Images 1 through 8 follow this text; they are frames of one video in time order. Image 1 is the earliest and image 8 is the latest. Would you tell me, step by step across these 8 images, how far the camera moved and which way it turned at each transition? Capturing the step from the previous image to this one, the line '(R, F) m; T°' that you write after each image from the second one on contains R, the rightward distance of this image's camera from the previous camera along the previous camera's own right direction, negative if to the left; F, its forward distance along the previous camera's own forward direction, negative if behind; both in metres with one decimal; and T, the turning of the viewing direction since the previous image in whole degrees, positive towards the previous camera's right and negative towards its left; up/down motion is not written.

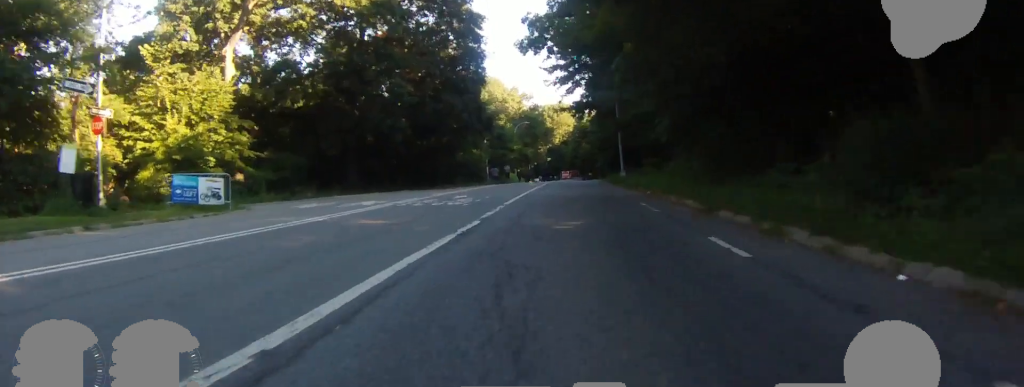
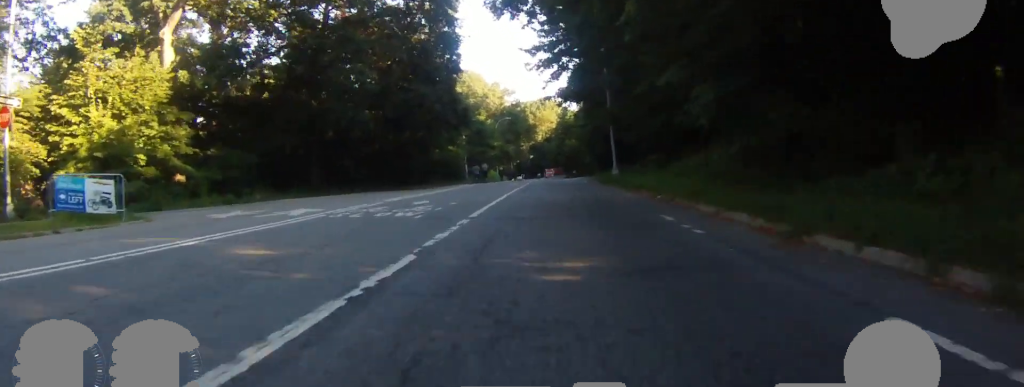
(0.0, +4.0) m; 0°
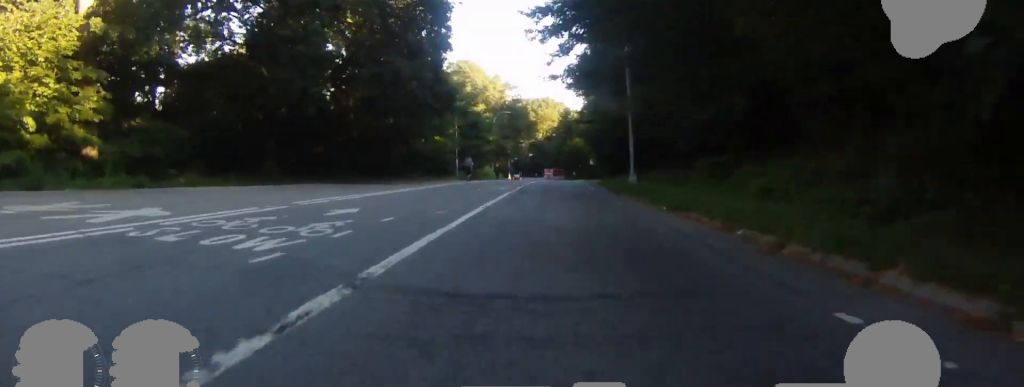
(0.0, +6.0) m; 0°
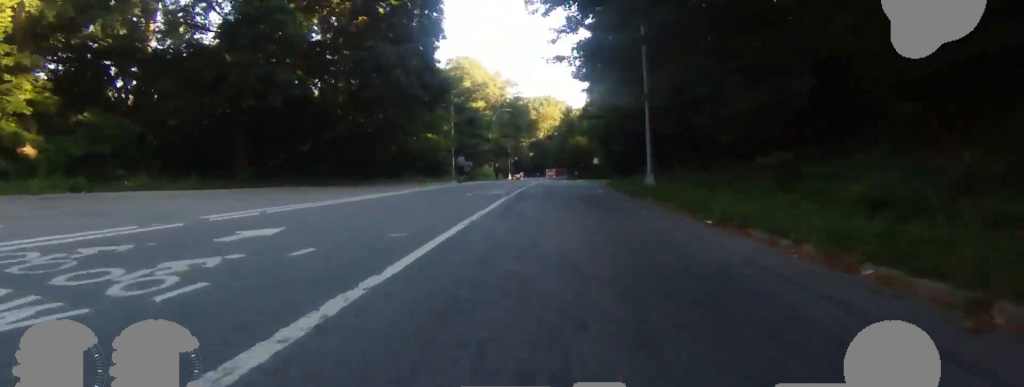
(0.0, +3.3) m; 0°
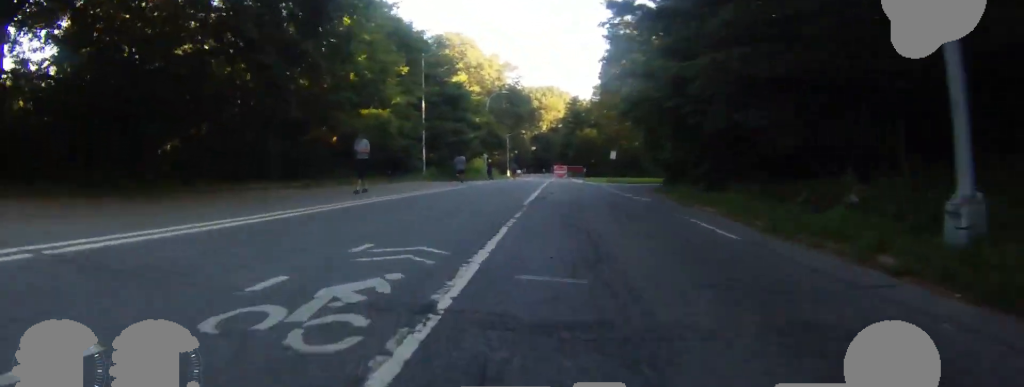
(0.0, +15.3) m; 0°
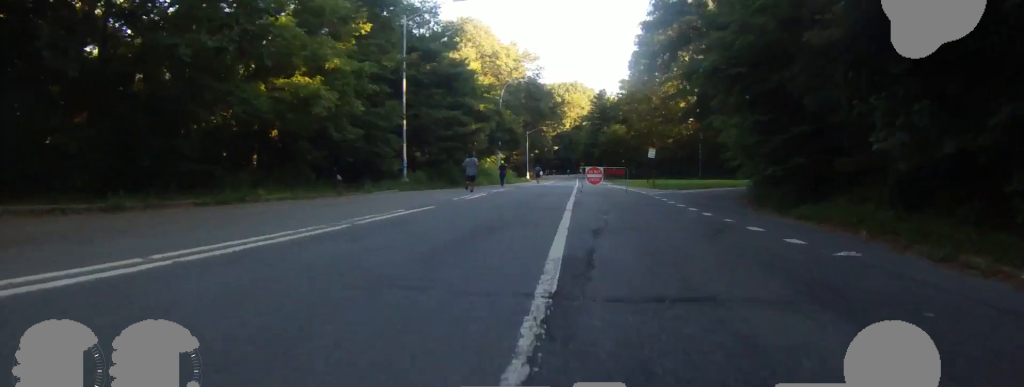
(0.0, +11.2) m; +1°
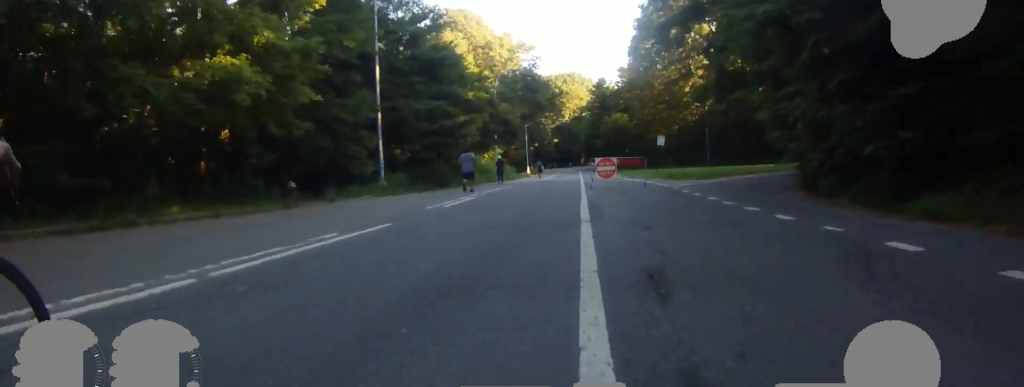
(0.0, +4.4) m; +1°
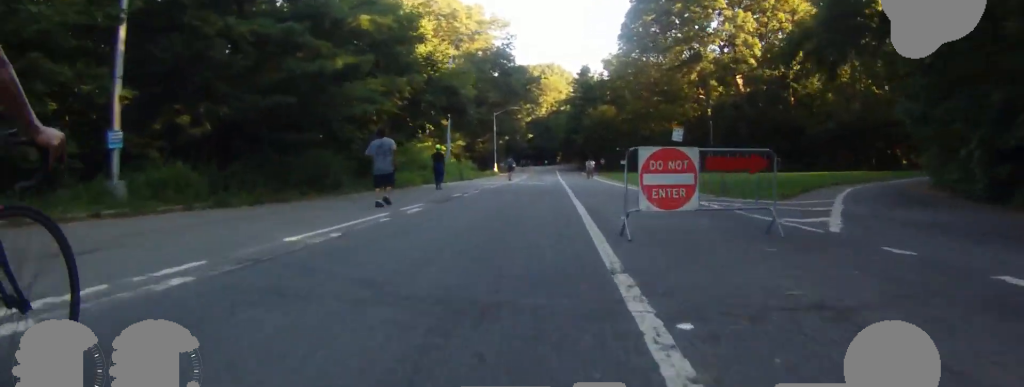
(+0.6, +14.4) m; +5°
